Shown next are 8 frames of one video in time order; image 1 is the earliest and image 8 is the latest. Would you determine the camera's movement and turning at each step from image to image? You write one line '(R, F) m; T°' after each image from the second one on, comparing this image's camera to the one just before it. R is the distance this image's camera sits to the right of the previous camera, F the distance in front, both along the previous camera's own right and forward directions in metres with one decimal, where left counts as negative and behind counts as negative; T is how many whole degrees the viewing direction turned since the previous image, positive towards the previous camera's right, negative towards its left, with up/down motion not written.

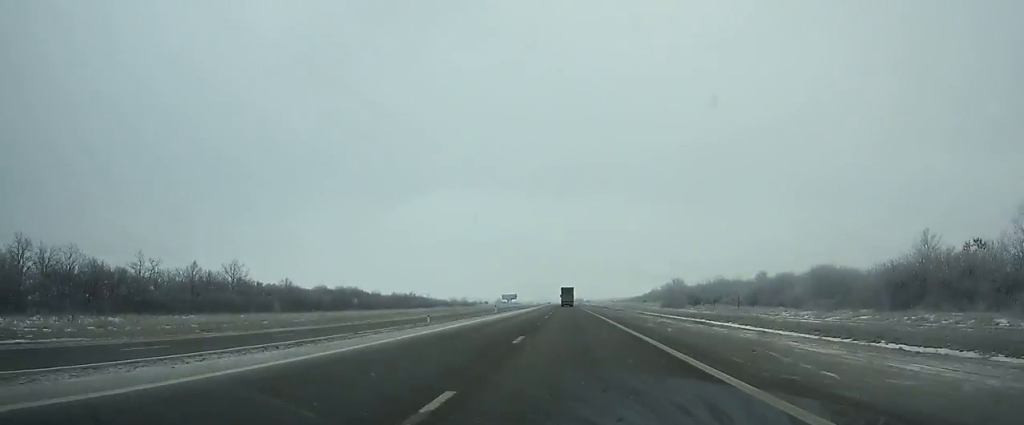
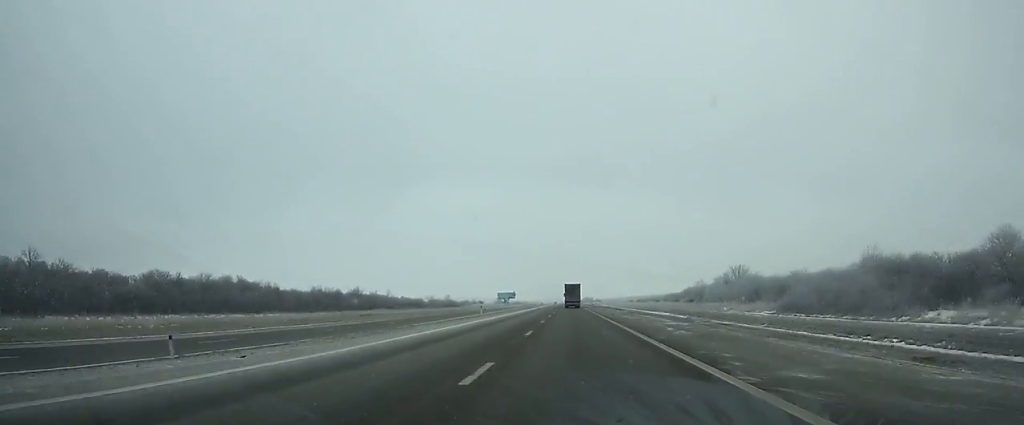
(-0.4, +82.3) m; -1°
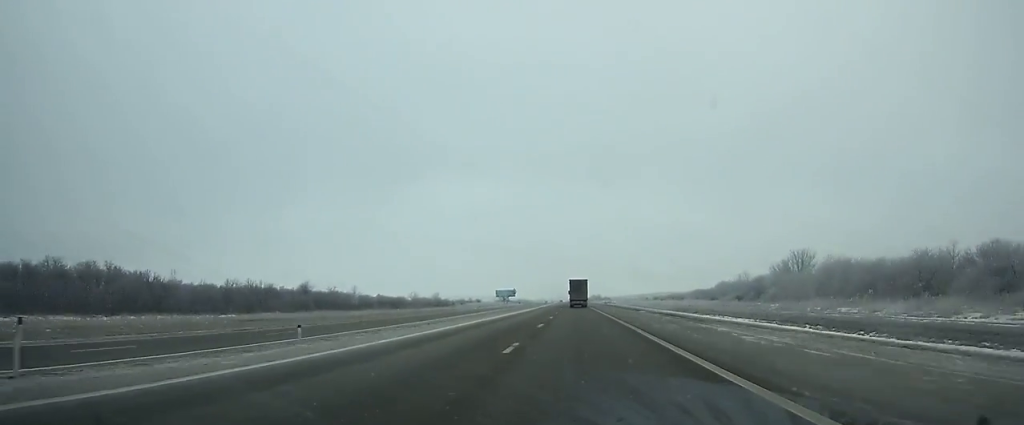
(-0.4, +45.8) m; 0°
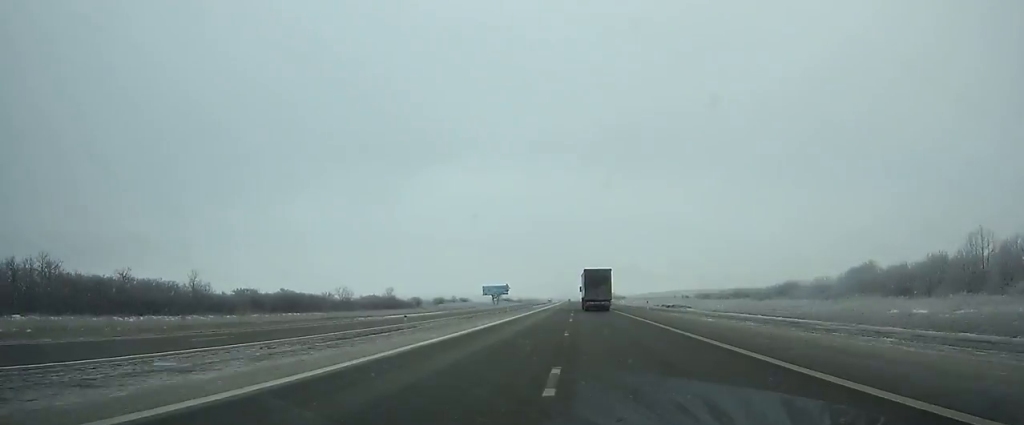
(-0.8, +96.8) m; -1°
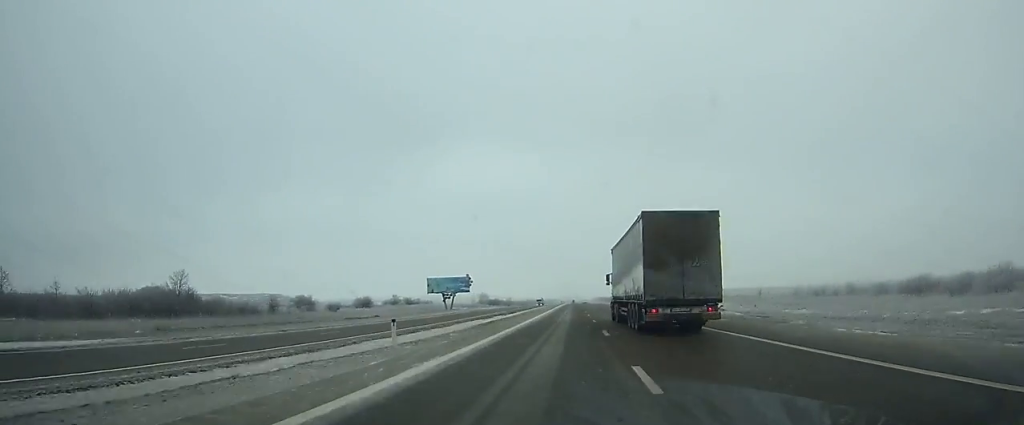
(-0.6, +133.3) m; 0°
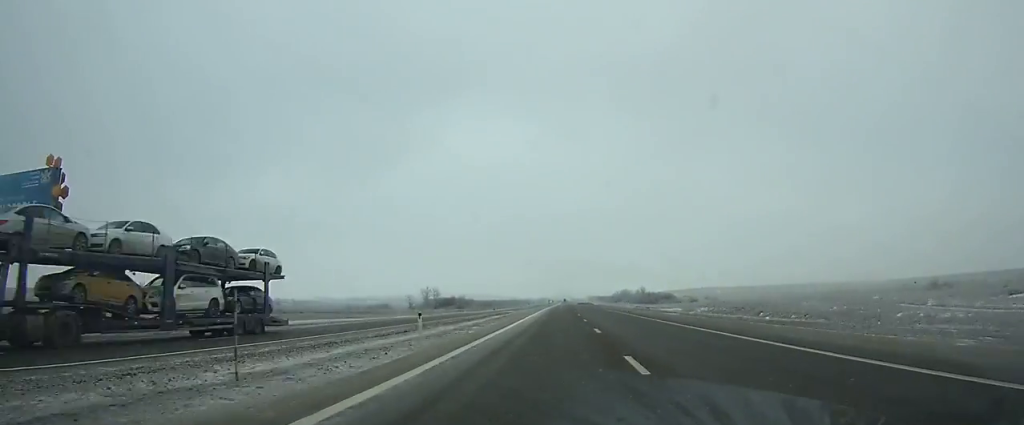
(+0.6, +146.7) m; 0°
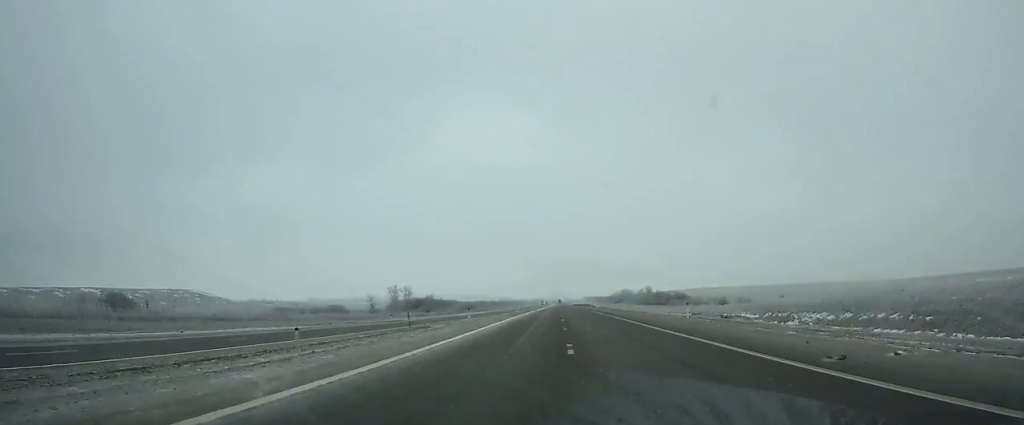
(+0.2, +42.0) m; 0°
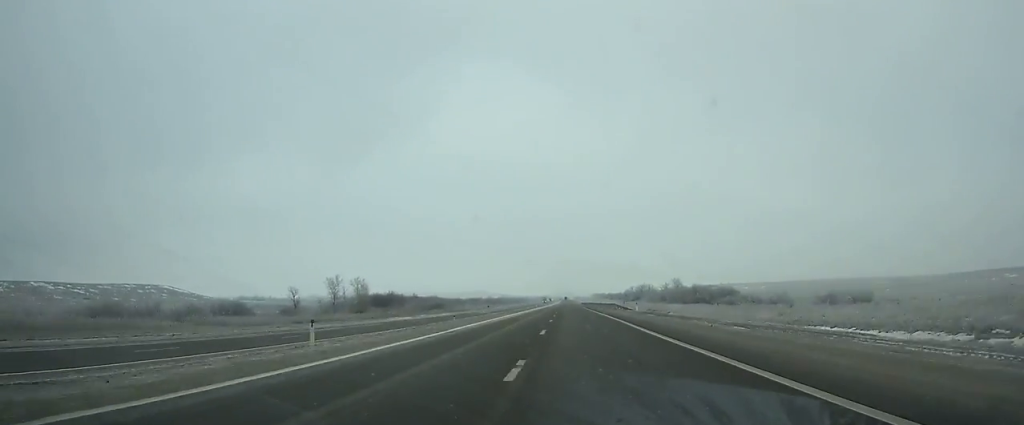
(-0.1, +60.7) m; 0°
